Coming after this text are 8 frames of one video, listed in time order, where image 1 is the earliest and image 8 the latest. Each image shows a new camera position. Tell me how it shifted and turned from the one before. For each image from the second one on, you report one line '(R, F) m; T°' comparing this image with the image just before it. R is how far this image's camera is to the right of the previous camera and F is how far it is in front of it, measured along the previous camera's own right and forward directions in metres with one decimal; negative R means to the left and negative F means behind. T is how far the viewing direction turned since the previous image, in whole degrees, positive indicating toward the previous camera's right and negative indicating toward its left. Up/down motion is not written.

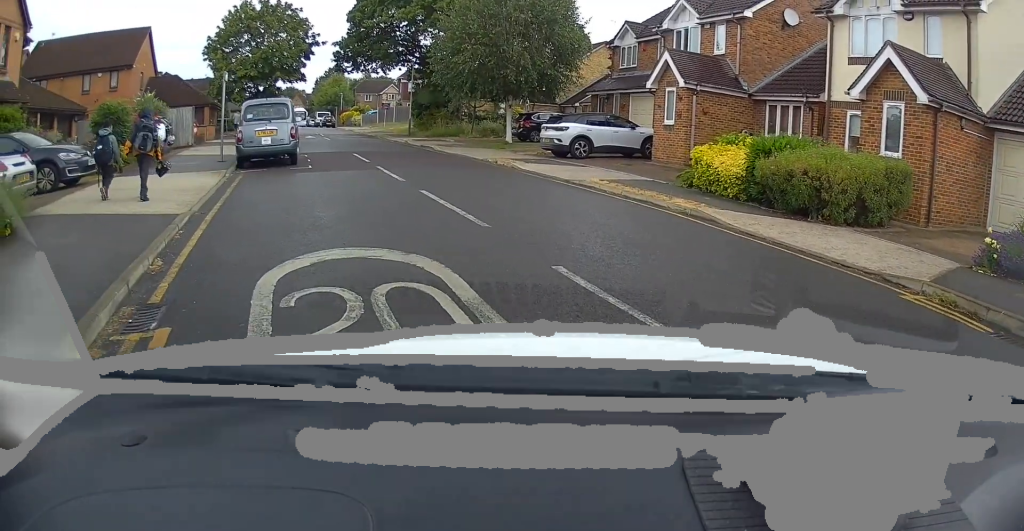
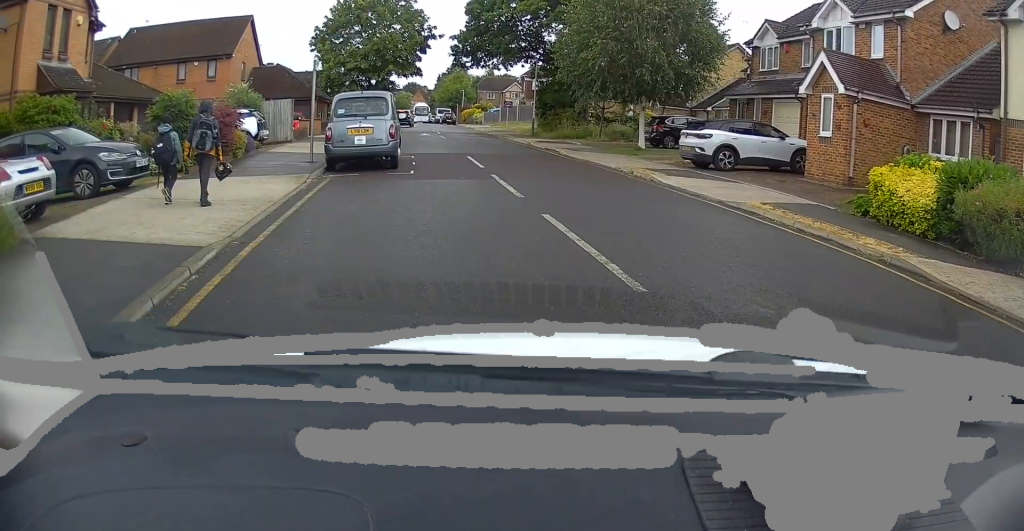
(-0.3, +2.6) m; -6°
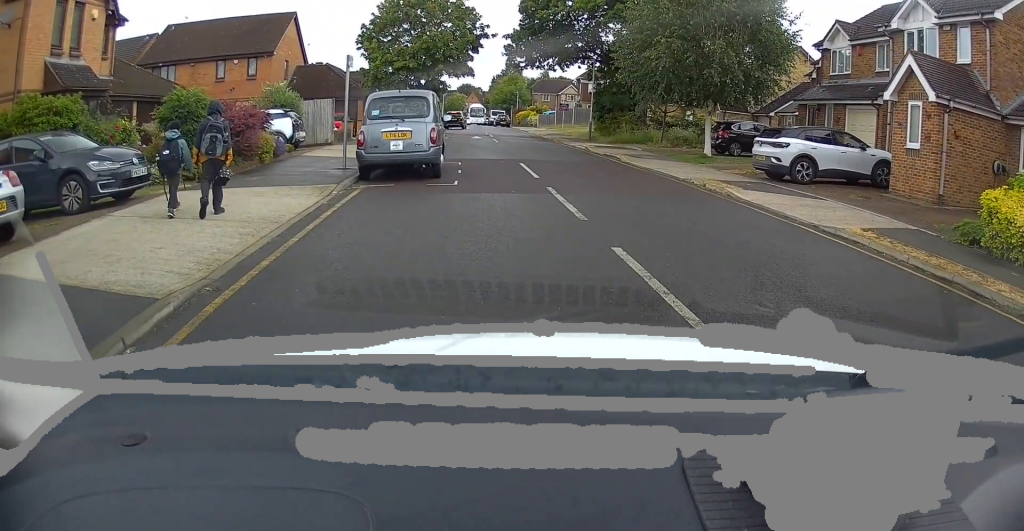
(0.0, +2.2) m; +1°
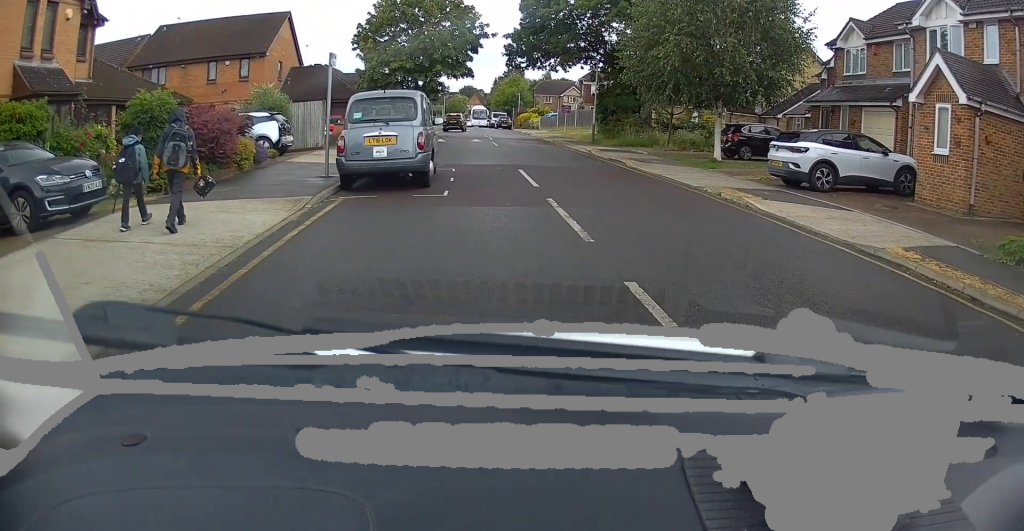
(+0.1, +1.2) m; +2°
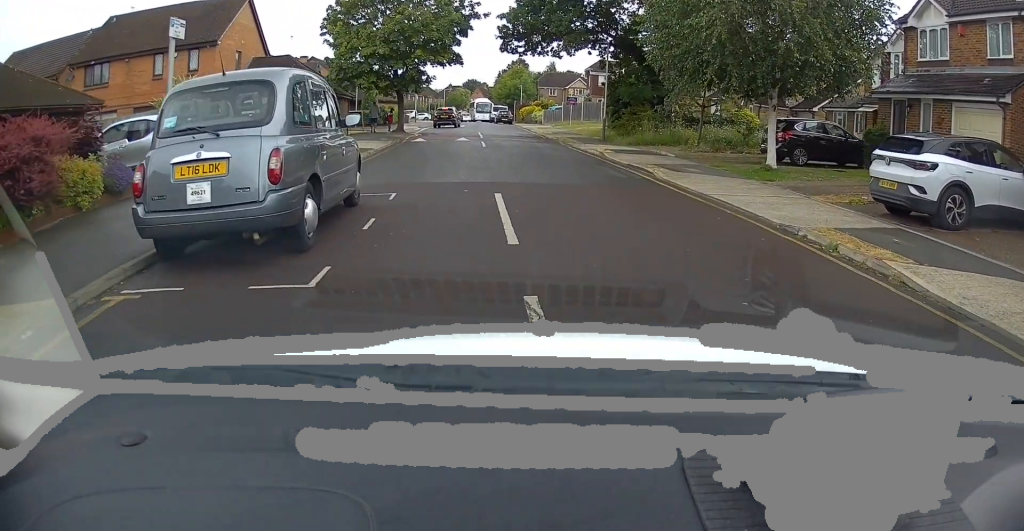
(0.0, +6.0) m; -3°
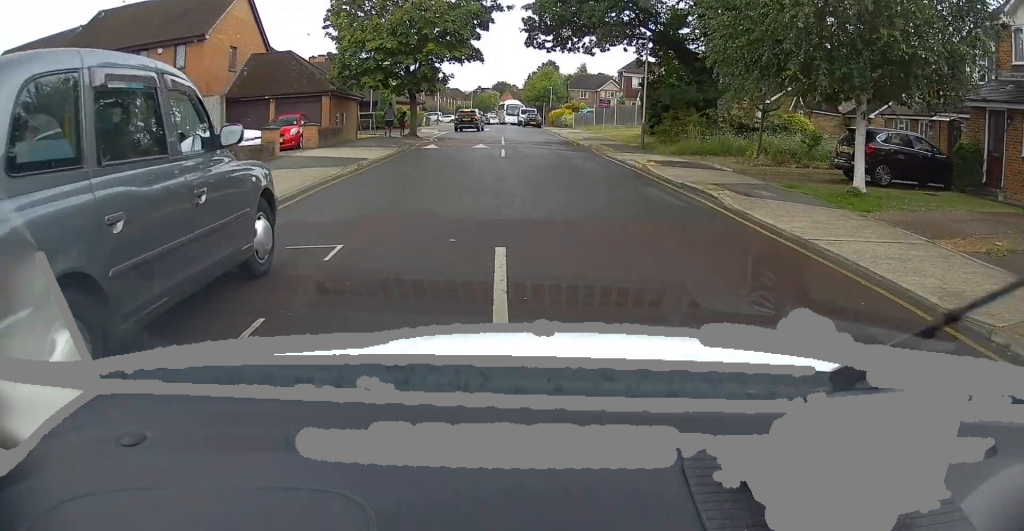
(-0.1, +3.8) m; -4°
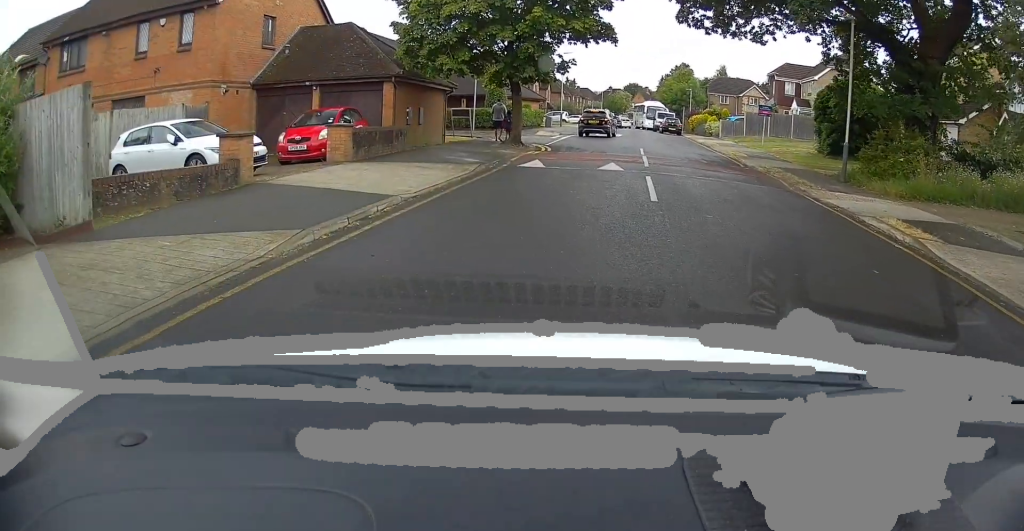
(-0.6, +8.9) m; -6°
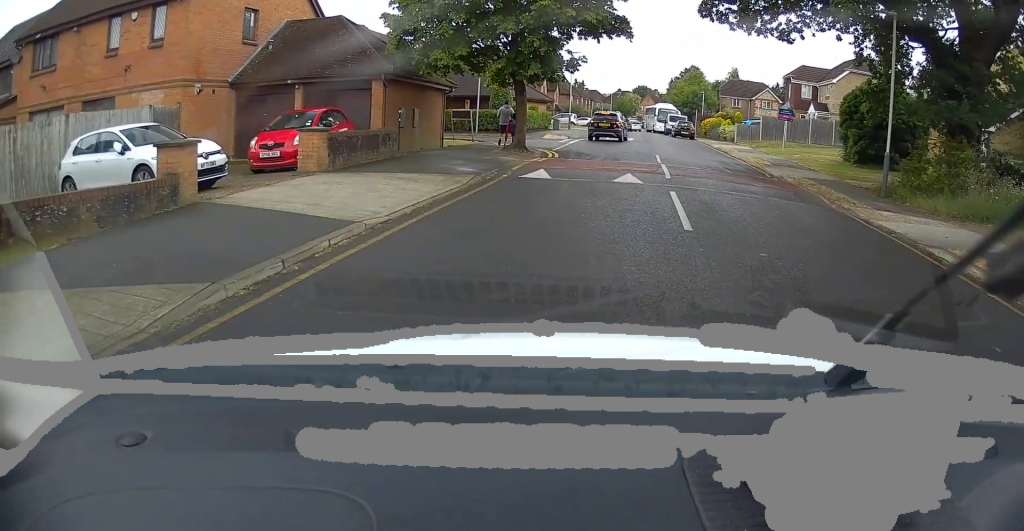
(0.0, +2.2) m; -1°
